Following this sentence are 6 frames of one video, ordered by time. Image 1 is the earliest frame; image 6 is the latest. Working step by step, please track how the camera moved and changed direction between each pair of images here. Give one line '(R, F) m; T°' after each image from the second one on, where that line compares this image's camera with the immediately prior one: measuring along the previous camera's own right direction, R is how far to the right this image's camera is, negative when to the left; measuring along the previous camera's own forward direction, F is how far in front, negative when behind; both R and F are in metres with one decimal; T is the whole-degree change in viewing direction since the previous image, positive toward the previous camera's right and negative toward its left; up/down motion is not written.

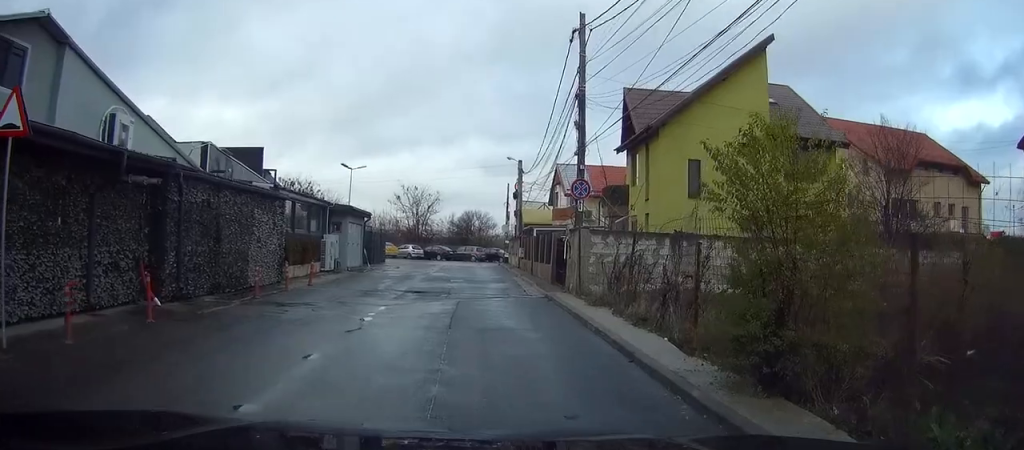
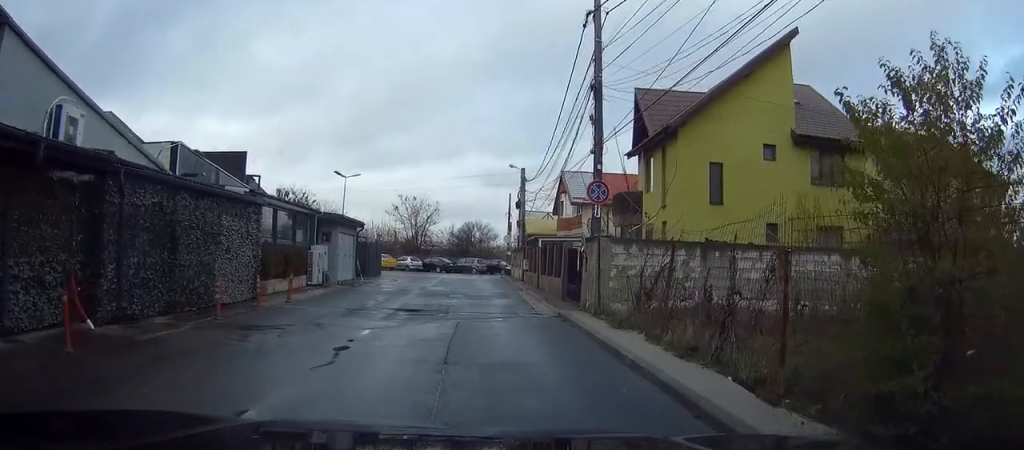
(-0.1, +2.7) m; +1°
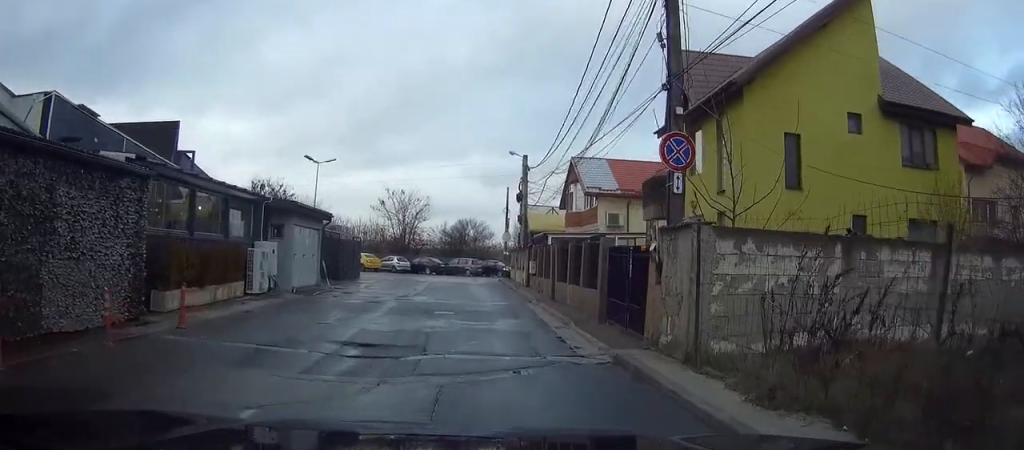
(+0.2, +6.8) m; +2°
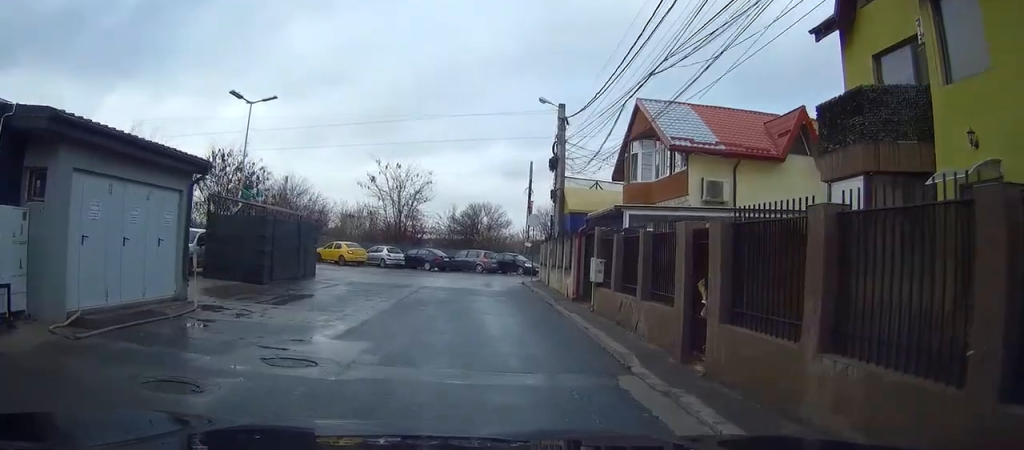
(-1.5, +13.3) m; -11°
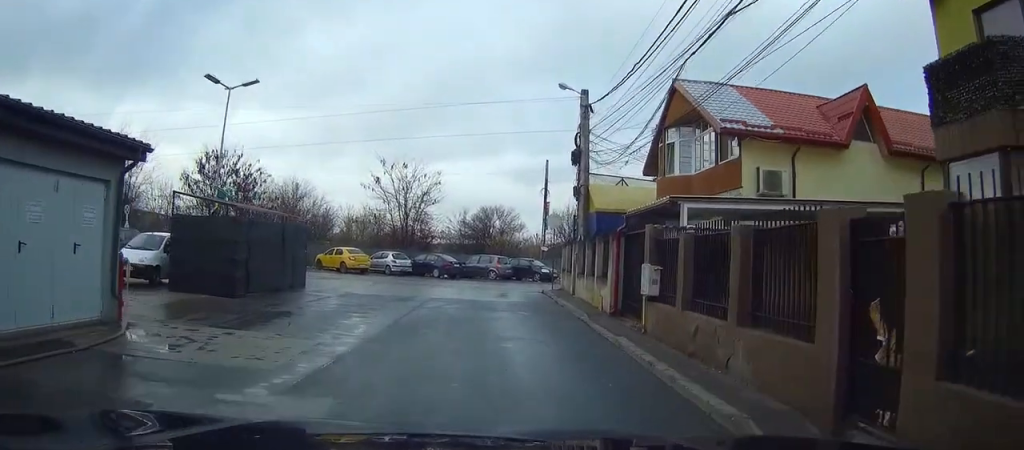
(+0.1, +3.8) m; 0°
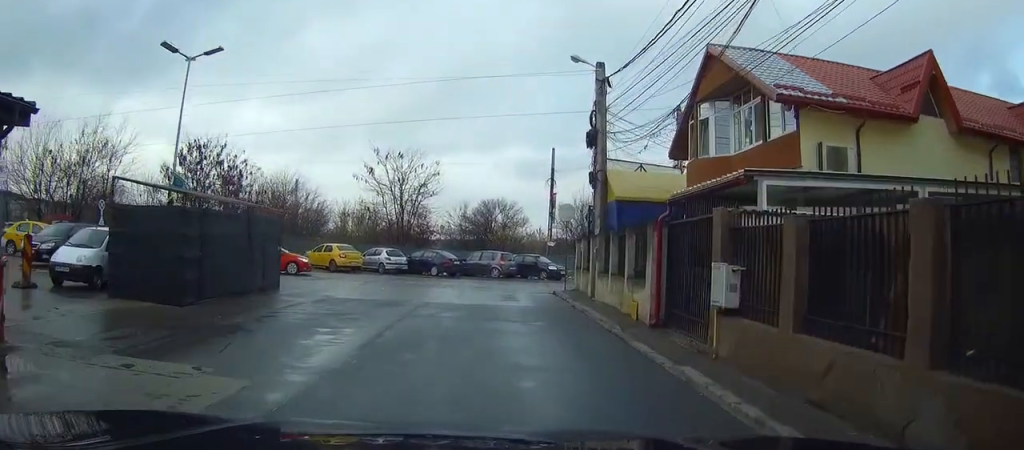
(-0.1, +3.8) m; -1°
